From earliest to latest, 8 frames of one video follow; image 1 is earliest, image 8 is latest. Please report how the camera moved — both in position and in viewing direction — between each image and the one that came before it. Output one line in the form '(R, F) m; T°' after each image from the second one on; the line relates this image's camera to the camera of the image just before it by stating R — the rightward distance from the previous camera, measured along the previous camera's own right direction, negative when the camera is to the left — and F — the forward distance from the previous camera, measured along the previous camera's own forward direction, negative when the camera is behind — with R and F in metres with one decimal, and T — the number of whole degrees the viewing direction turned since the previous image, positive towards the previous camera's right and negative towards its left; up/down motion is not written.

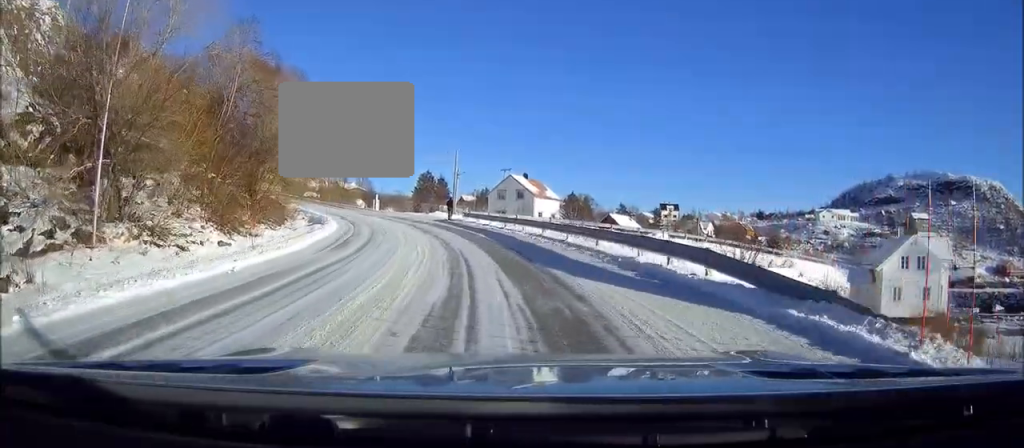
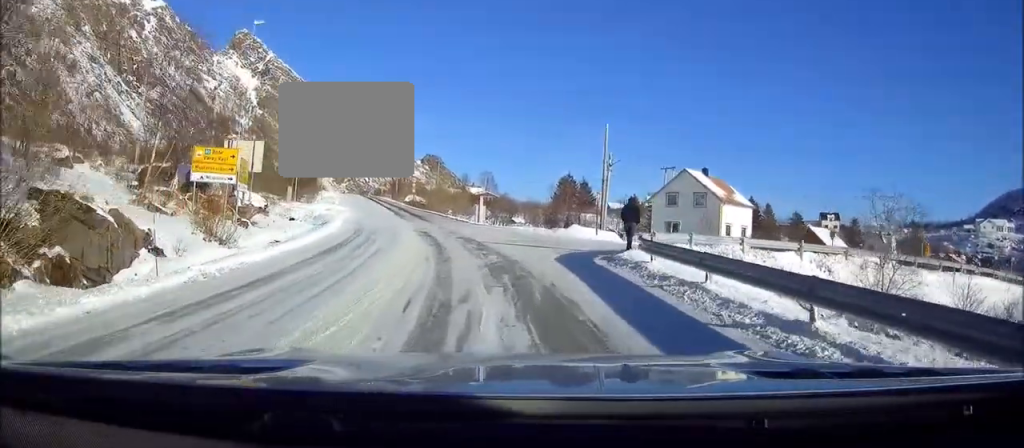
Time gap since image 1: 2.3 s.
(-1.1, +30.6) m; -6°
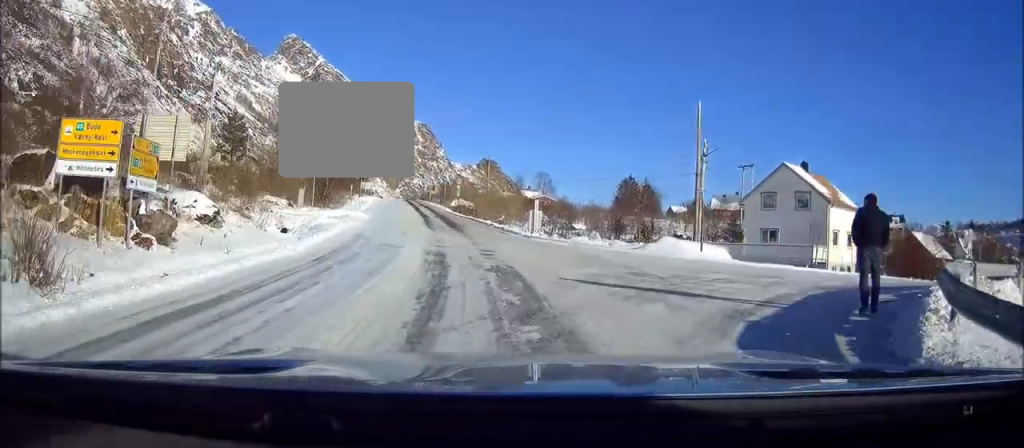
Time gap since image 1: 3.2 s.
(-0.7, +10.3) m; -6°
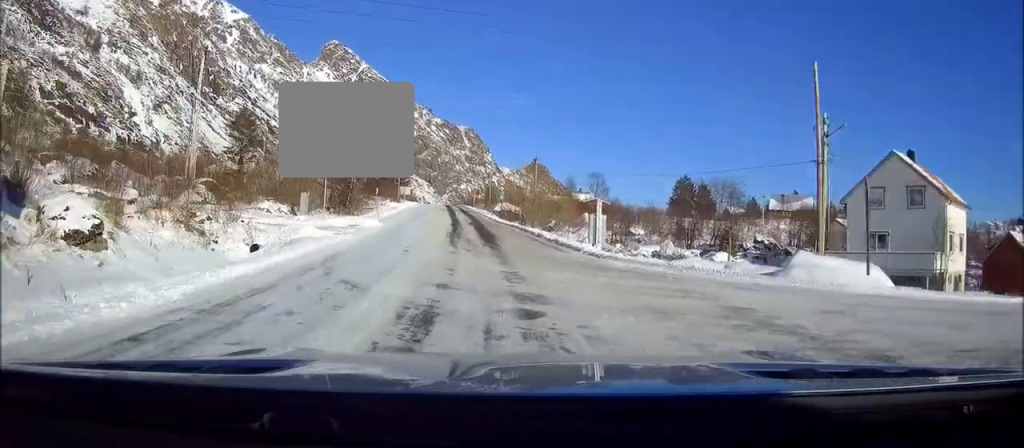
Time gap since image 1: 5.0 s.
(-1.3, +18.0) m; -7°
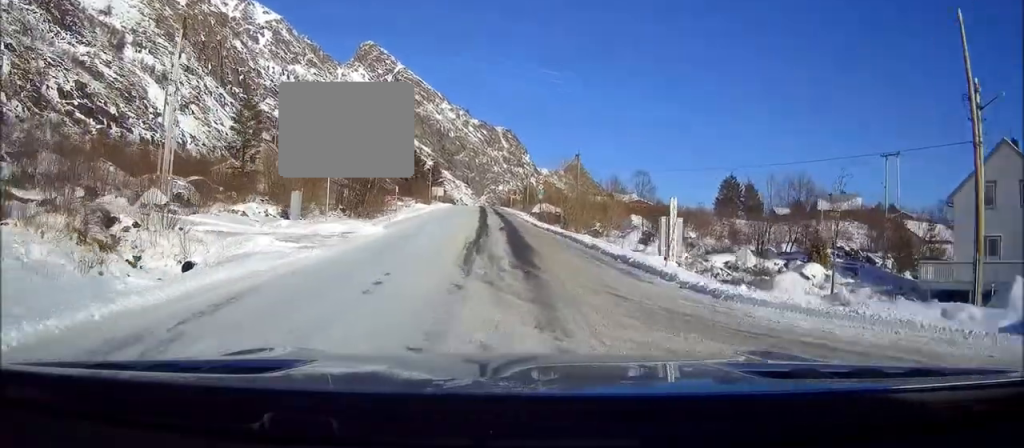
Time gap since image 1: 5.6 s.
(-0.1, +6.6) m; -2°
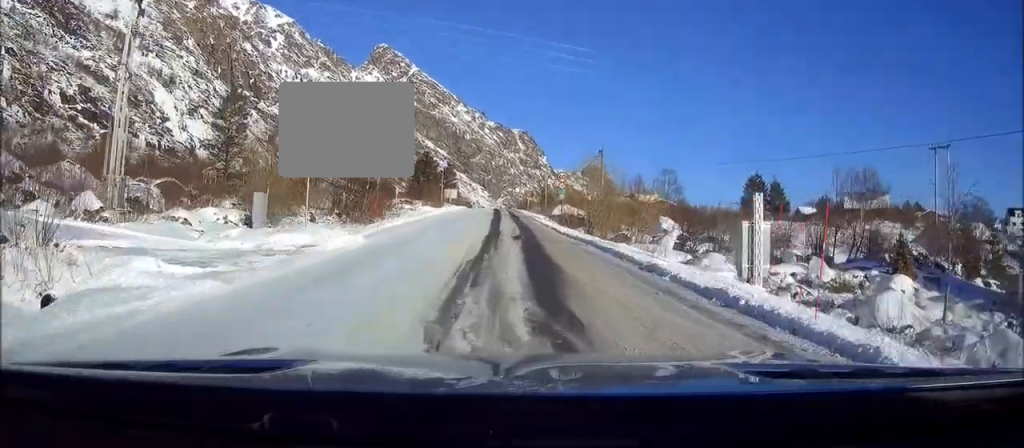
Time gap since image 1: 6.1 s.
(-0.1, +6.2) m; -1°
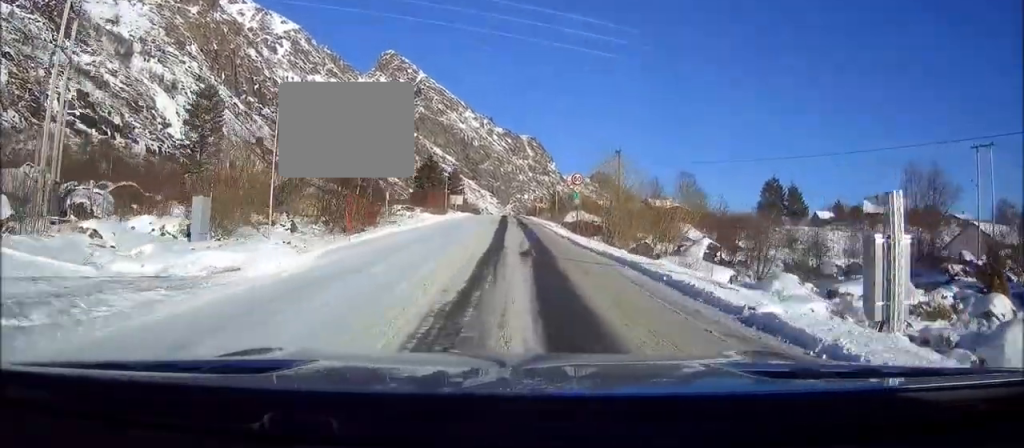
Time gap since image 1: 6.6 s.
(0.0, +5.7) m; -1°
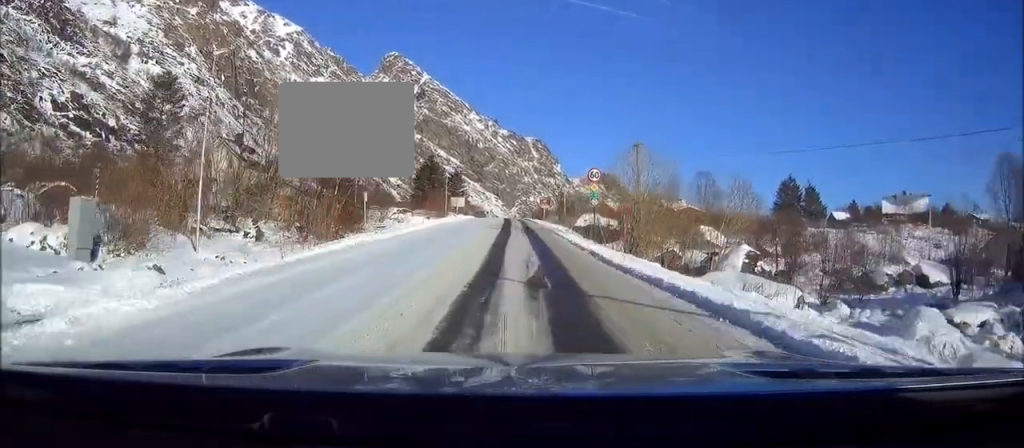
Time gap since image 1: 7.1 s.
(-0.1, +6.6) m; -1°
